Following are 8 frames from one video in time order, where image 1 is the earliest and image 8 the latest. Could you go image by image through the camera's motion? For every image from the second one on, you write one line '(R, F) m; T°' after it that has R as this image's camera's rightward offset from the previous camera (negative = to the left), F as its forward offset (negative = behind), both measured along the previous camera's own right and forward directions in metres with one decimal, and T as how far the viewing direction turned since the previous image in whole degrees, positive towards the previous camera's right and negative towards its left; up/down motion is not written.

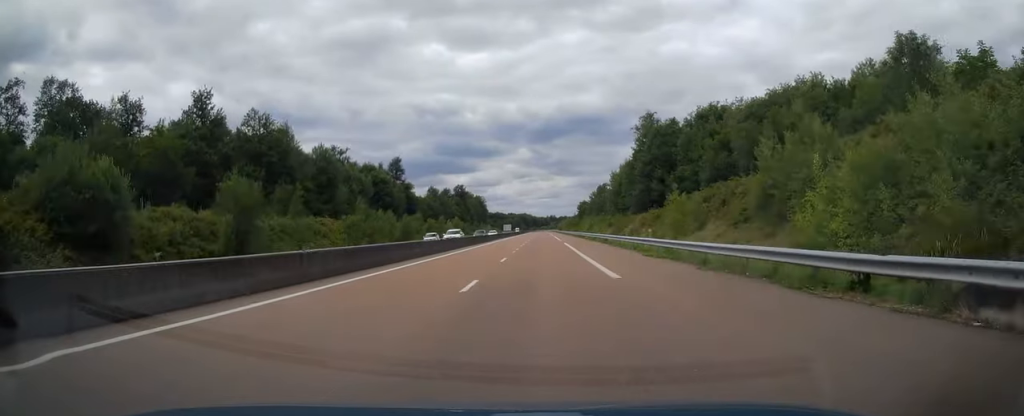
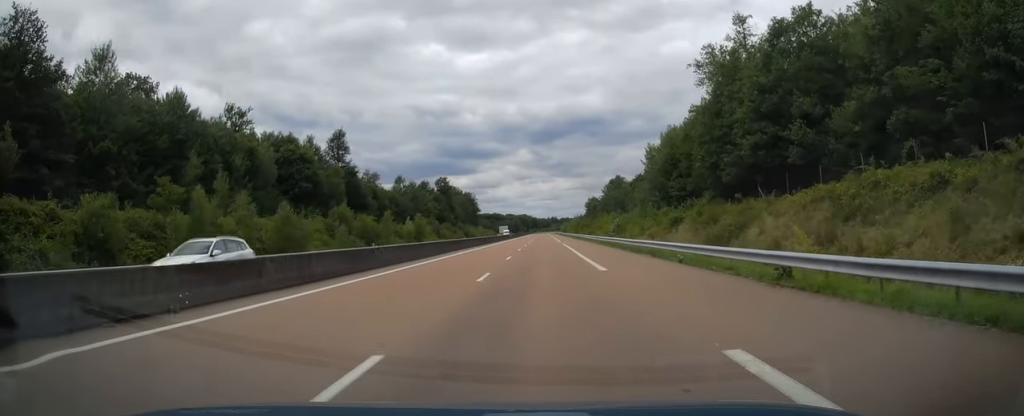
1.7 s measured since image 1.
(-0.1, +48.3) m; 0°
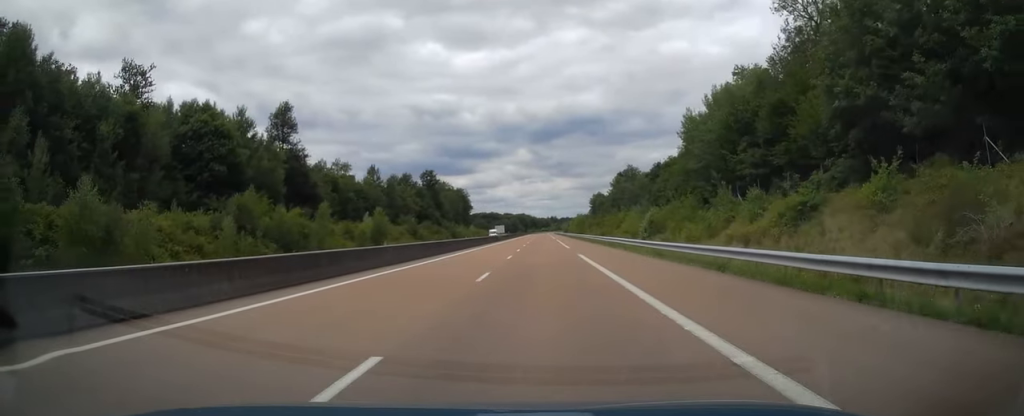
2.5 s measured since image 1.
(+0.3, +25.9) m; +1°
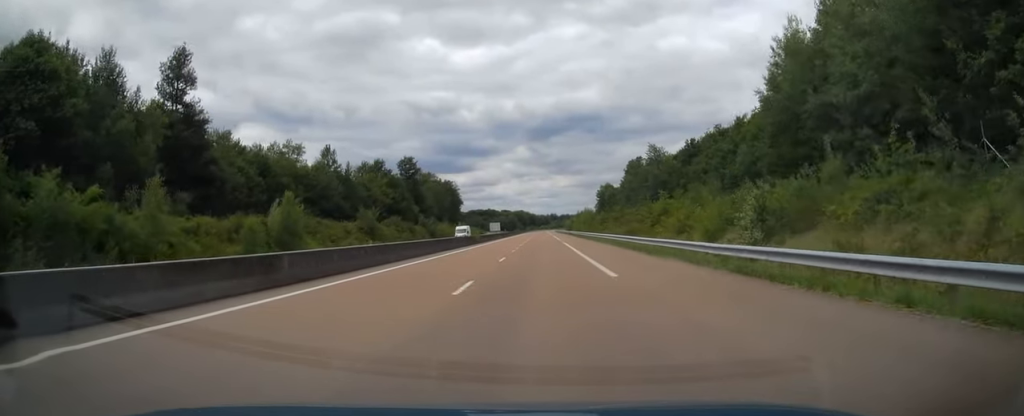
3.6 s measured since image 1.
(0.0, +29.9) m; -1°
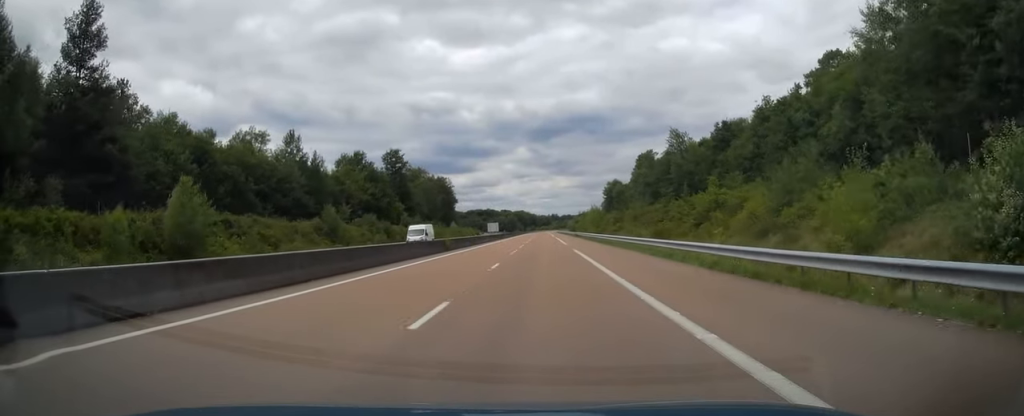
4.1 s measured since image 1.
(-0.3, +17.1) m; 0°
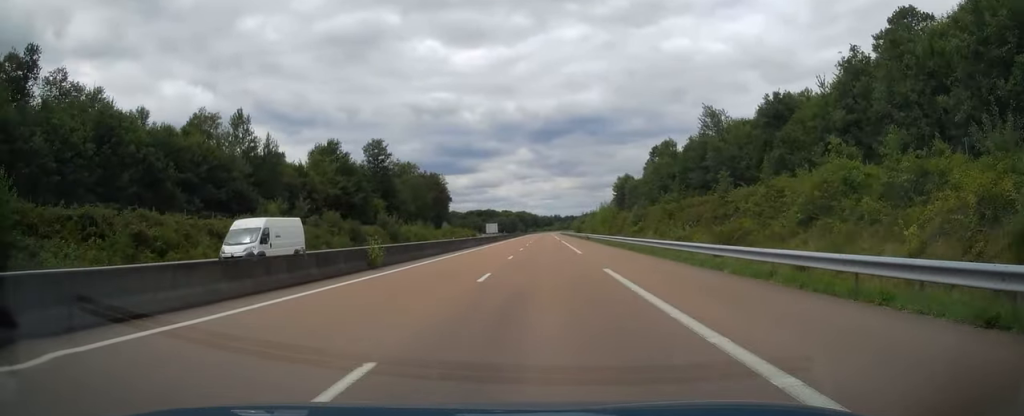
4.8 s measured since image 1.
(-0.1, +18.1) m; 0°
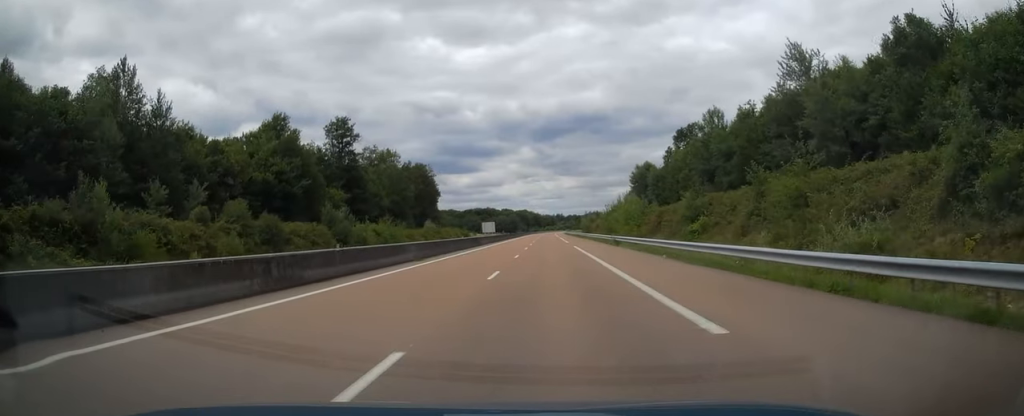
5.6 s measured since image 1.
(+0.3, +25.4) m; 0°
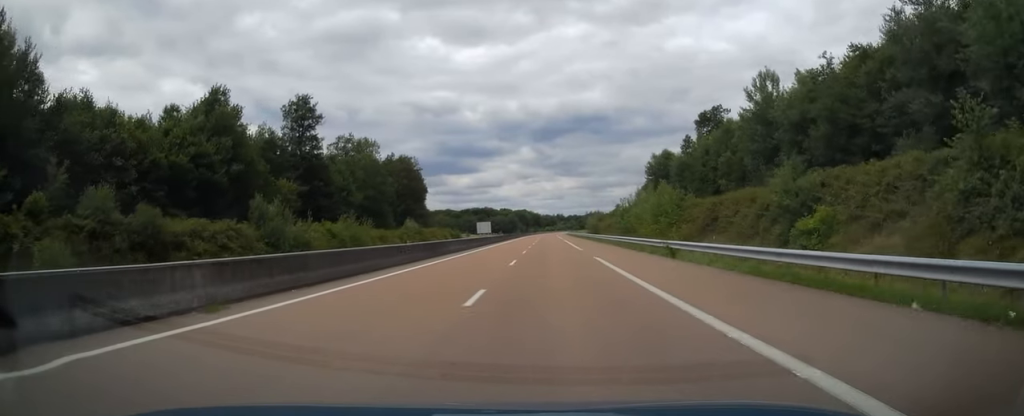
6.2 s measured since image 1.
(-0.2, +18.6) m; 0°
